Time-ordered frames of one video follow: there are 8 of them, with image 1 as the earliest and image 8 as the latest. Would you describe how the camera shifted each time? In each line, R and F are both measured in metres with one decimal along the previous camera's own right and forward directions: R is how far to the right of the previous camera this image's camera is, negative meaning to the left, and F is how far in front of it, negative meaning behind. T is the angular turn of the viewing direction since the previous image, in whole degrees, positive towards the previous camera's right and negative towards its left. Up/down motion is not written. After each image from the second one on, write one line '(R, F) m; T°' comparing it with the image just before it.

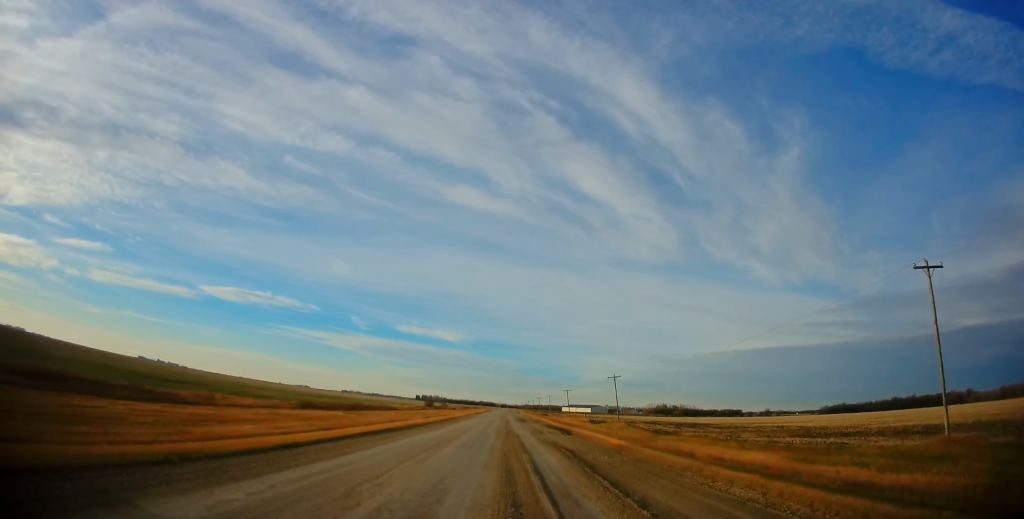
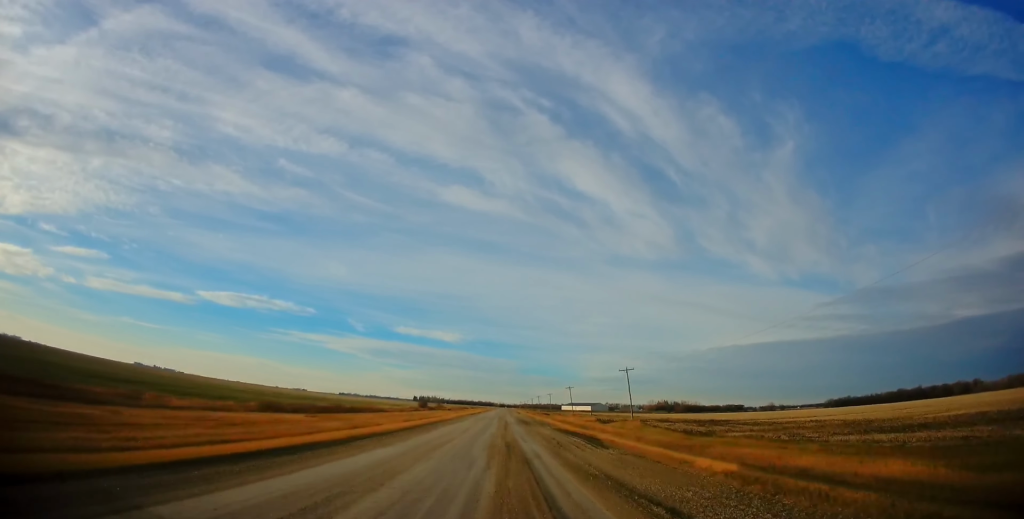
(0.0, +10.4) m; 0°
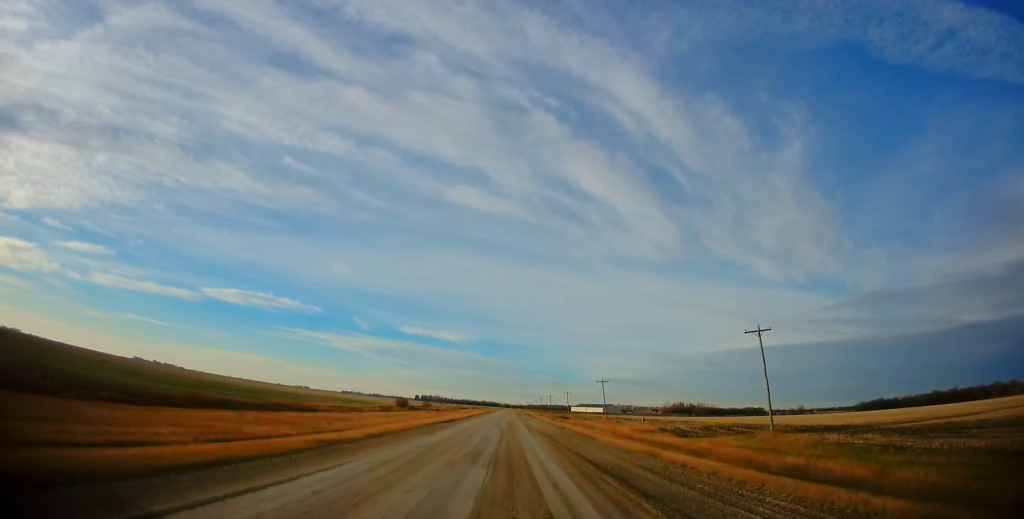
(-0.4, +41.8) m; 0°
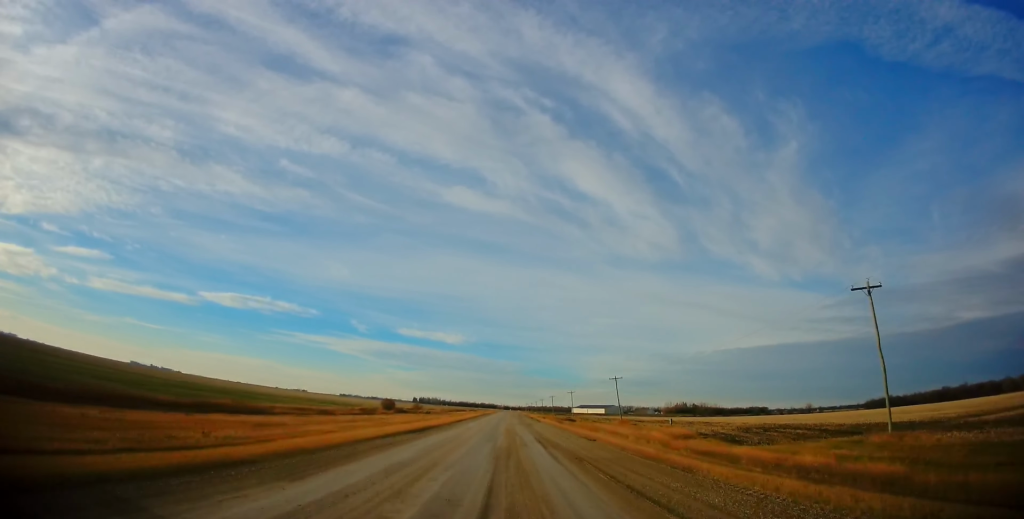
(+0.1, +16.3) m; 0°
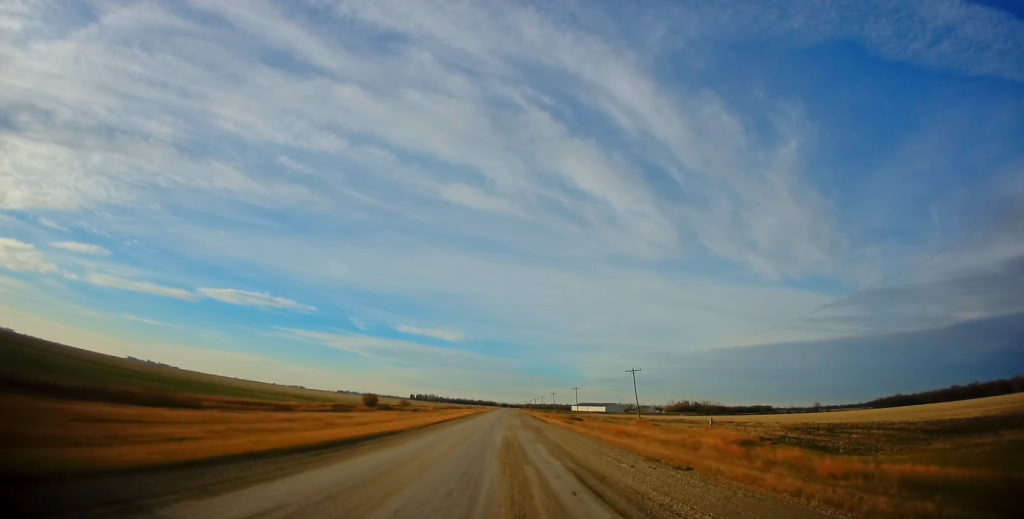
(0.0, +17.3) m; 0°
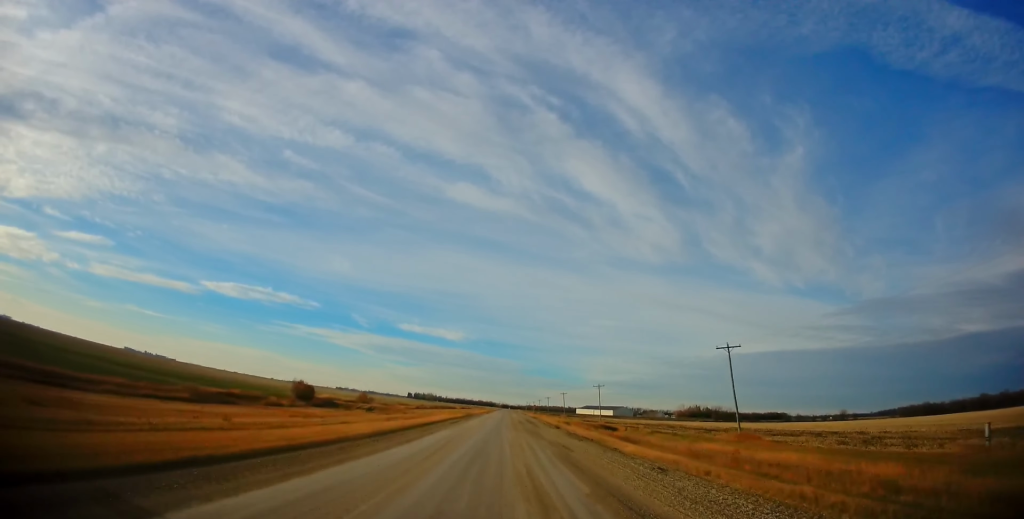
(-0.3, +43.1) m; 0°
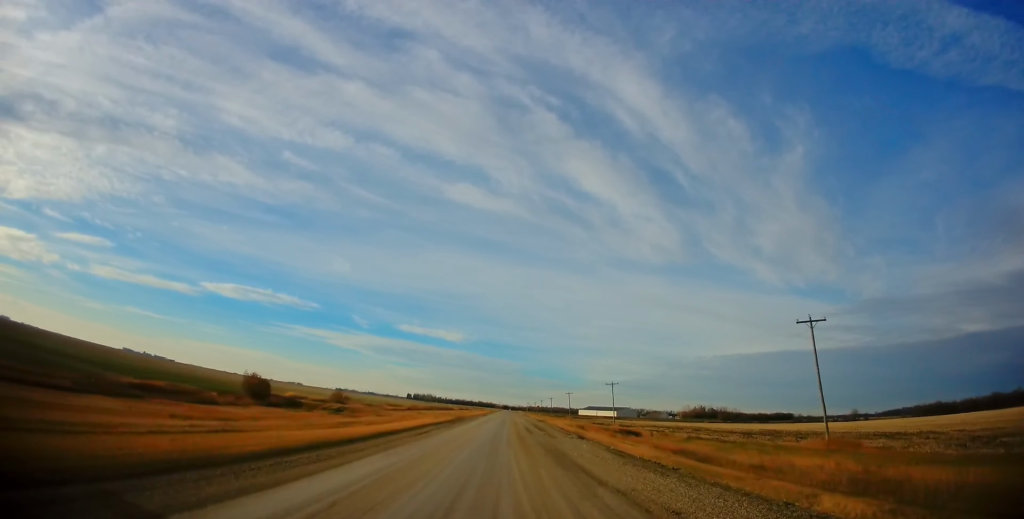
(+0.2, +15.6) m; +1°
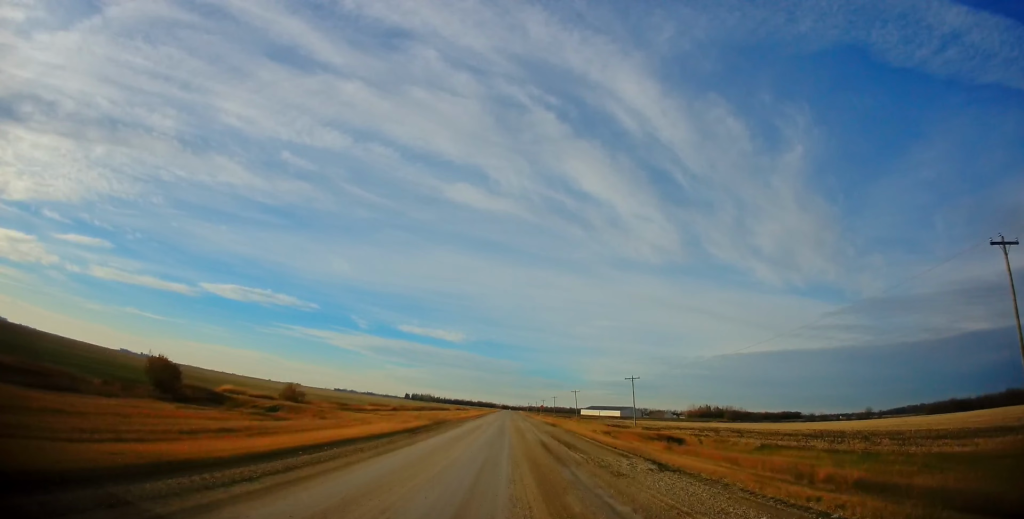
(+0.1, +18.9) m; 0°
